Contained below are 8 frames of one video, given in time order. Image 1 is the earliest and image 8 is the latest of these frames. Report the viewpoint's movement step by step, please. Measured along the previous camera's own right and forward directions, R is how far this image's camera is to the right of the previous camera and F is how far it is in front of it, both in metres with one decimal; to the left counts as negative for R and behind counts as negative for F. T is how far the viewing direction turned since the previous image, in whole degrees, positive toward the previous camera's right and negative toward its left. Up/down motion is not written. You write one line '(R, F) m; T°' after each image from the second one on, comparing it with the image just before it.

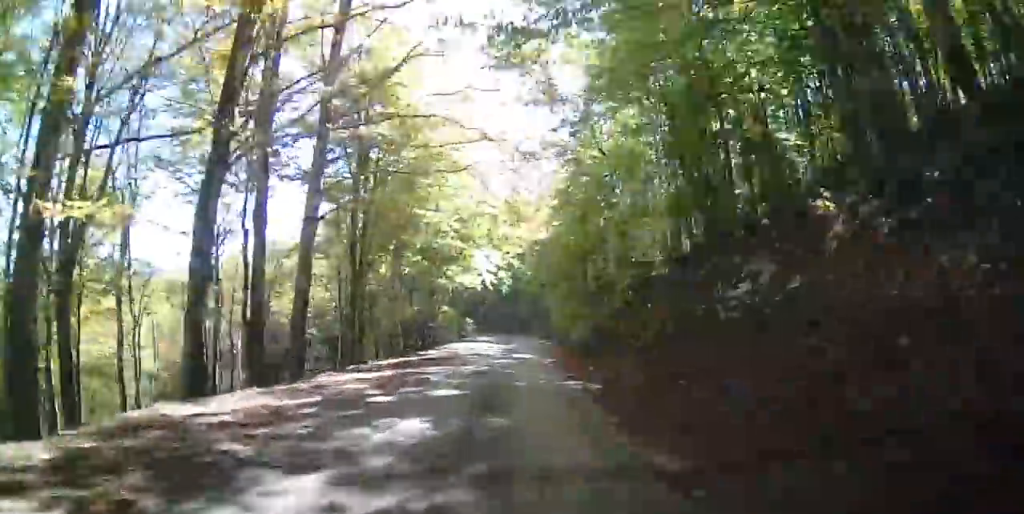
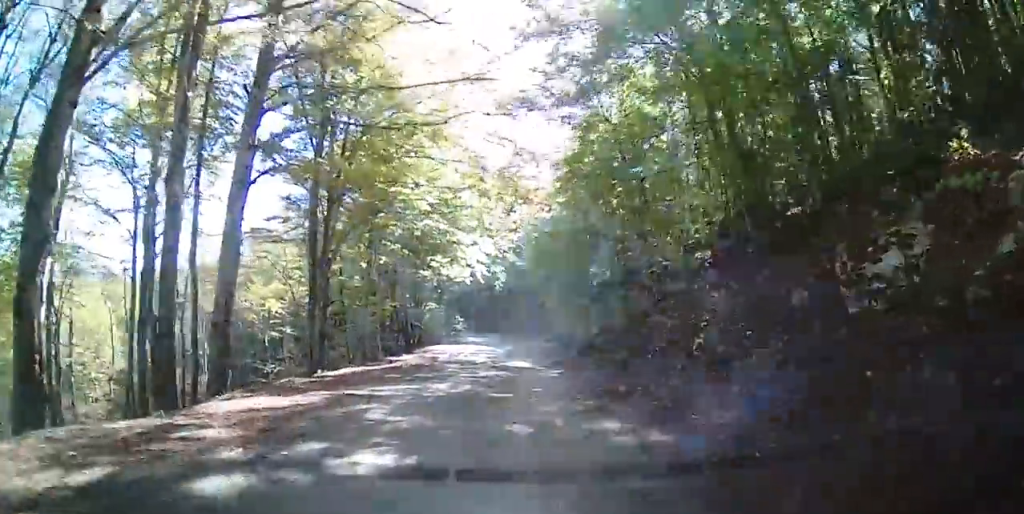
(0.0, +4.7) m; -1°
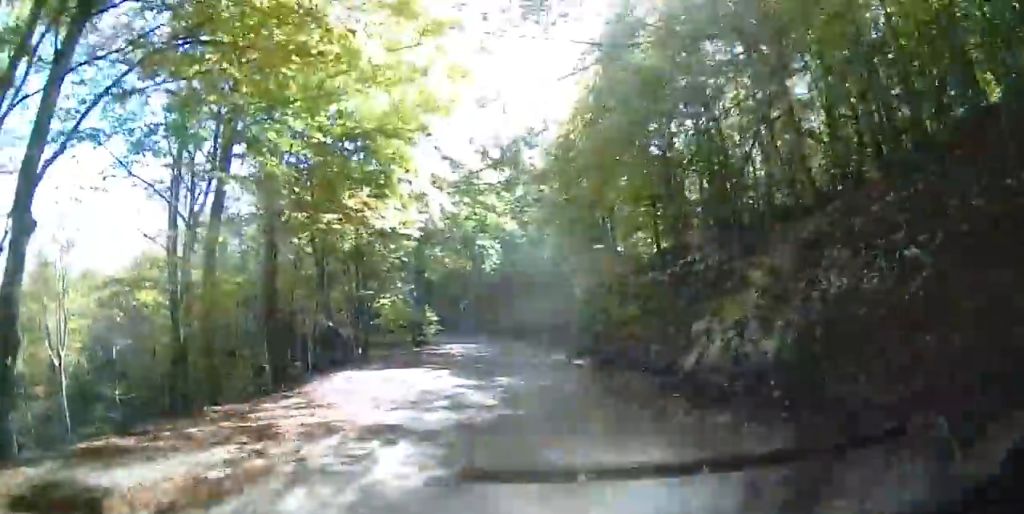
(-0.2, +16.0) m; 0°
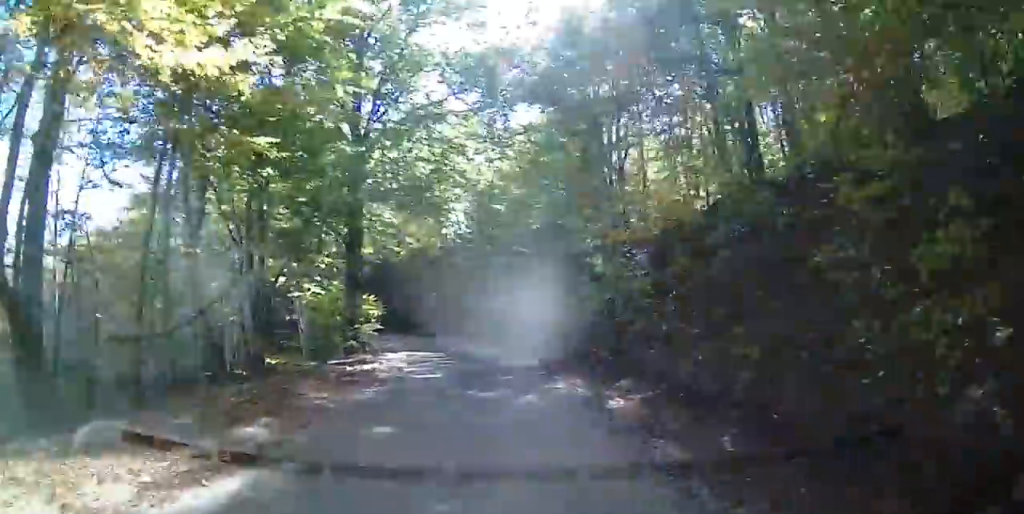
(+0.2, +10.4) m; +1°
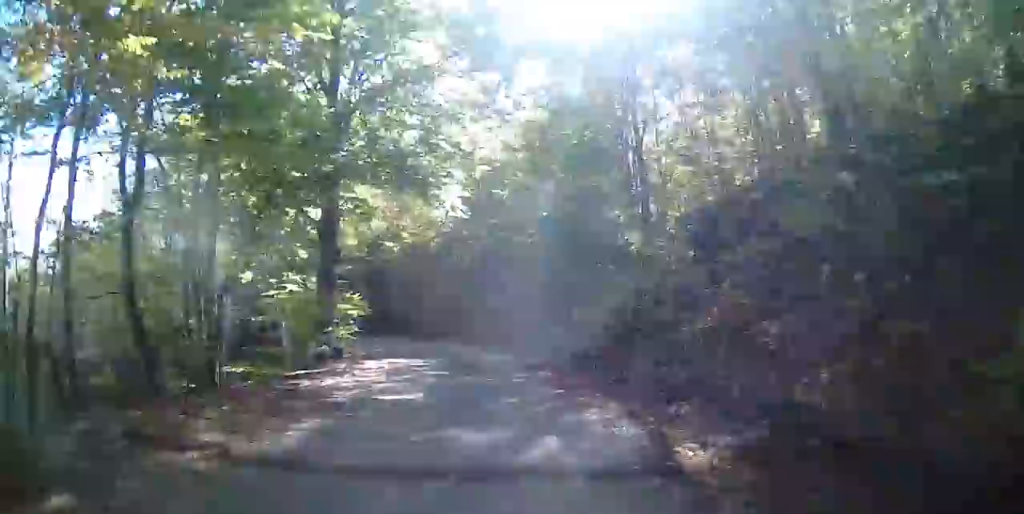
(0.0, +3.8) m; -1°
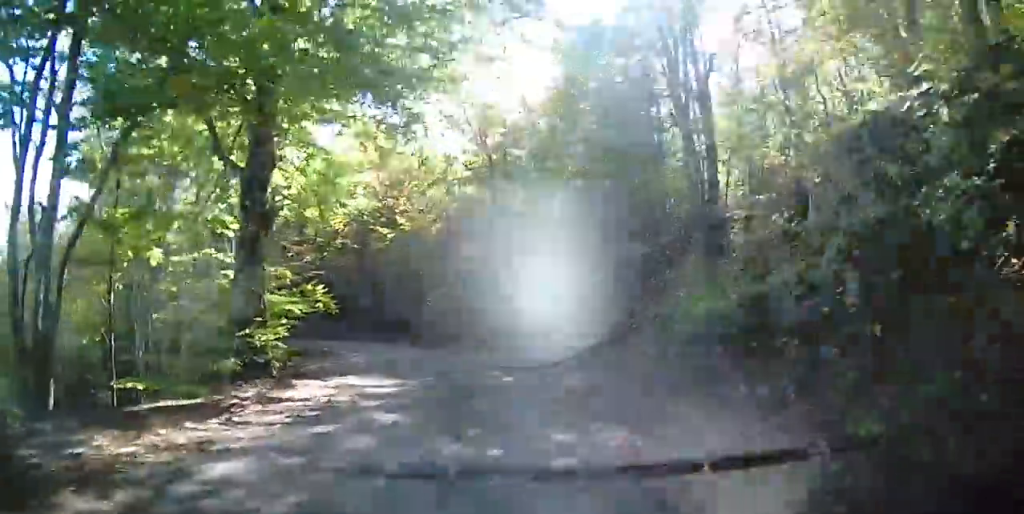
(-0.1, +7.2) m; -3°
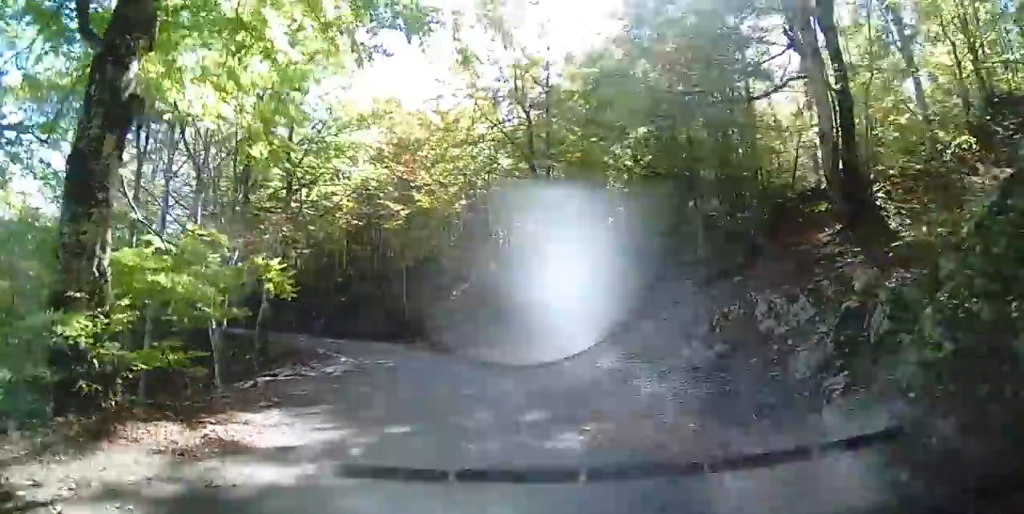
(-0.2, +6.7) m; -4°
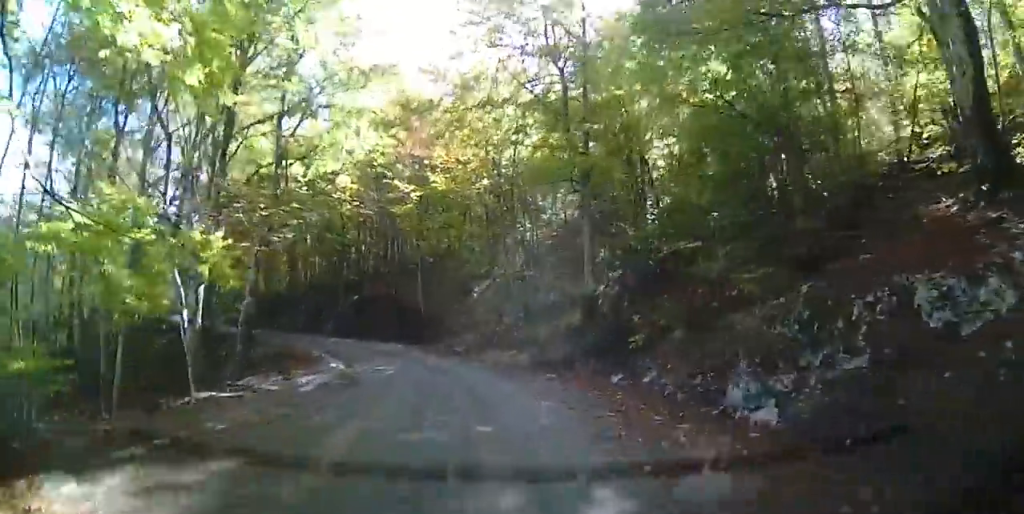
(-0.2, +4.0) m; -3°
